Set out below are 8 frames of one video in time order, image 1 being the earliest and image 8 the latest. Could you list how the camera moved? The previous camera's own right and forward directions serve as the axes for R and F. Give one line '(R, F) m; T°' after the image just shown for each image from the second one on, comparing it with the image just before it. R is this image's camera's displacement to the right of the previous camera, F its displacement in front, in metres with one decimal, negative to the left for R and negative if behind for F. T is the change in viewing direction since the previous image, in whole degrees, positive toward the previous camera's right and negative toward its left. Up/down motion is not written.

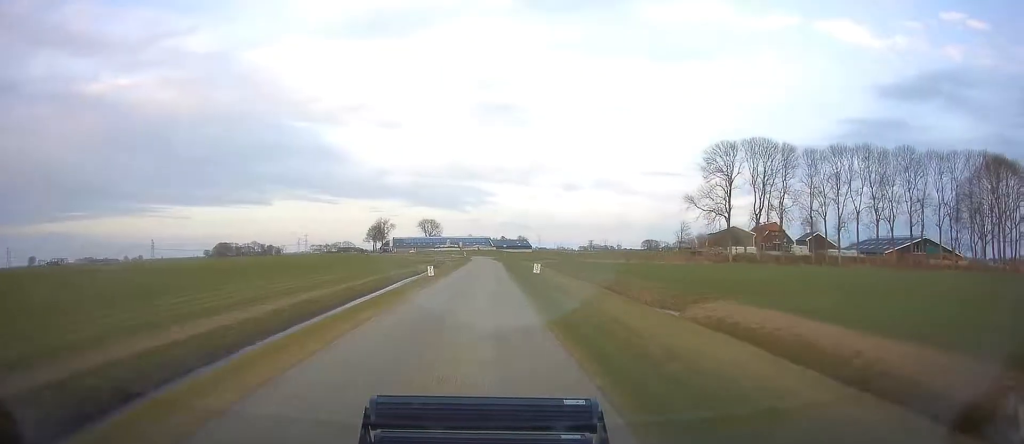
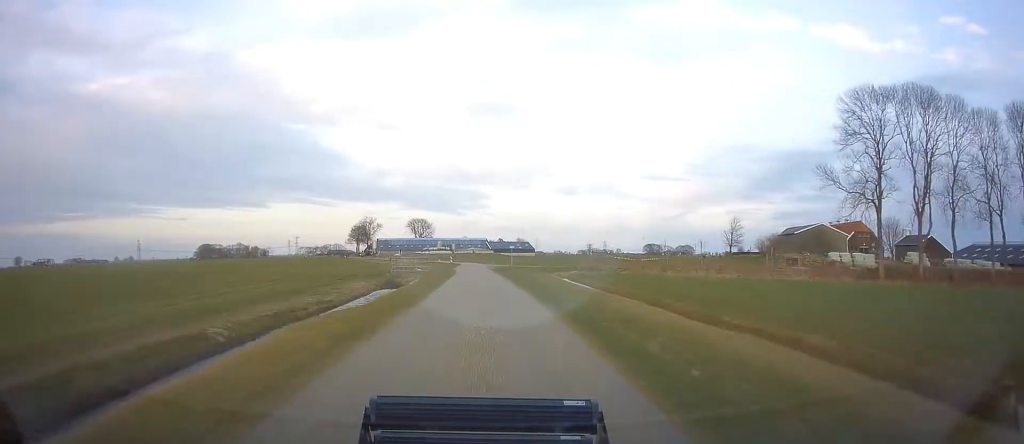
(+0.6, +43.6) m; +1°
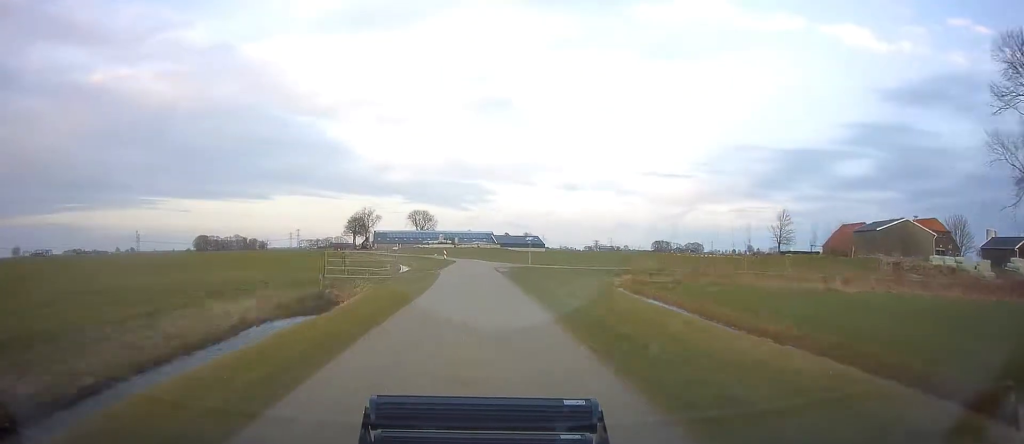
(0.0, +24.0) m; -1°
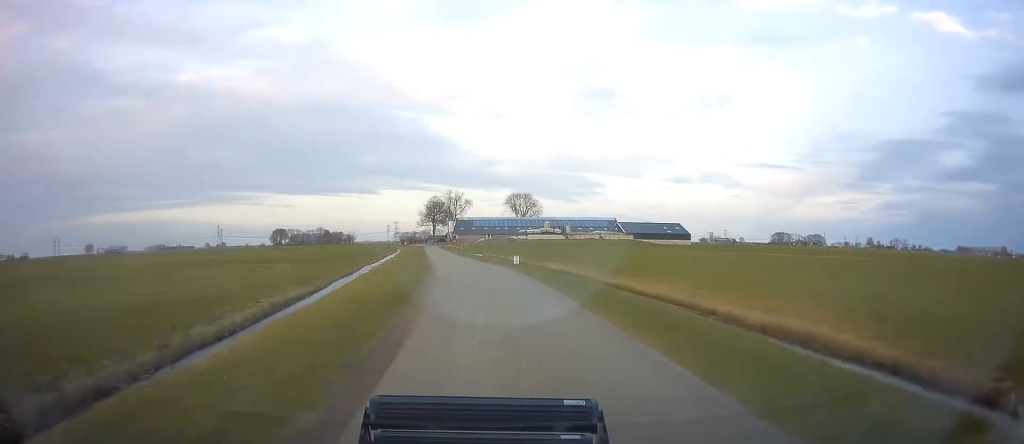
(-4.8, +75.6) m; -9°
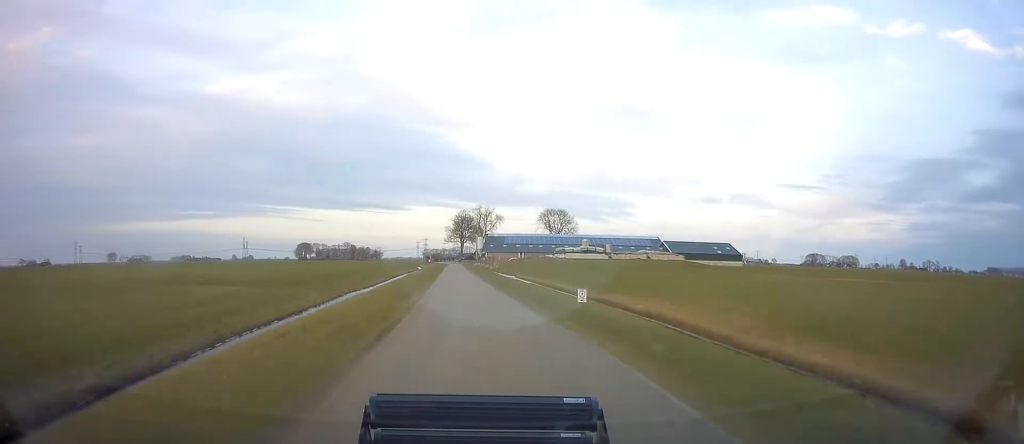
(-0.4, +17.9) m; -2°
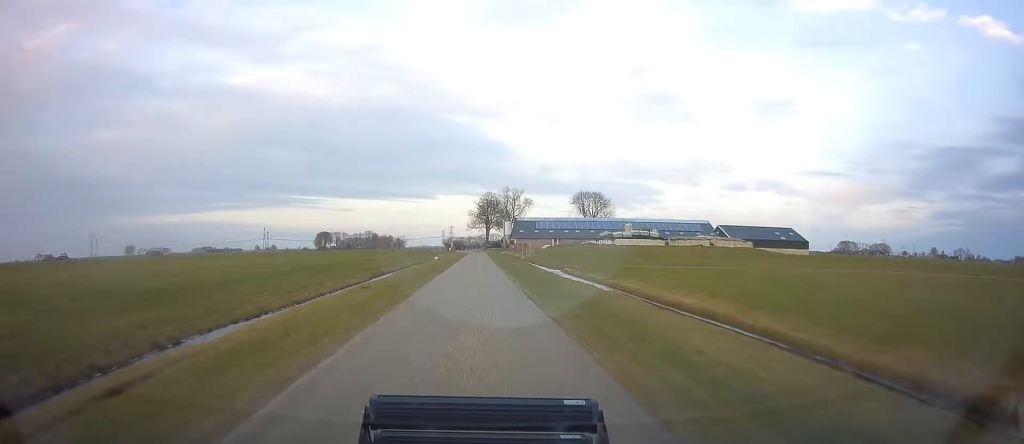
(-0.6, +25.0) m; -3°
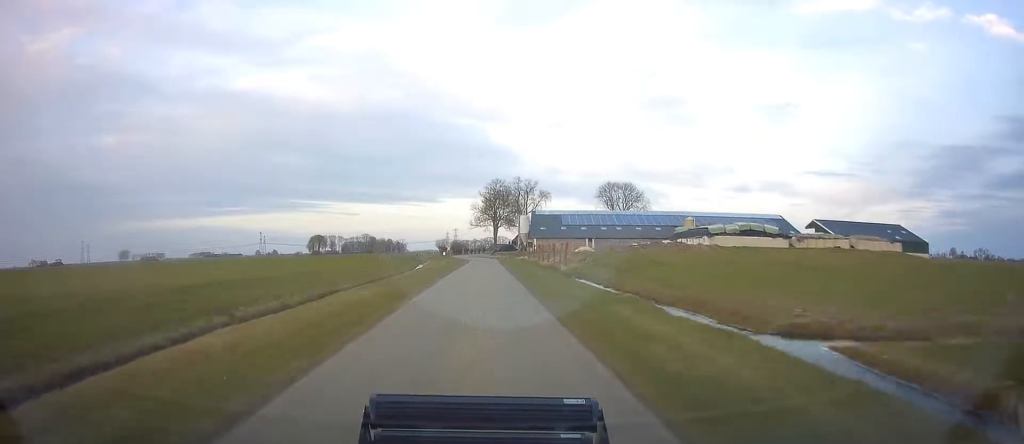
(-1.1, +45.6) m; -2°
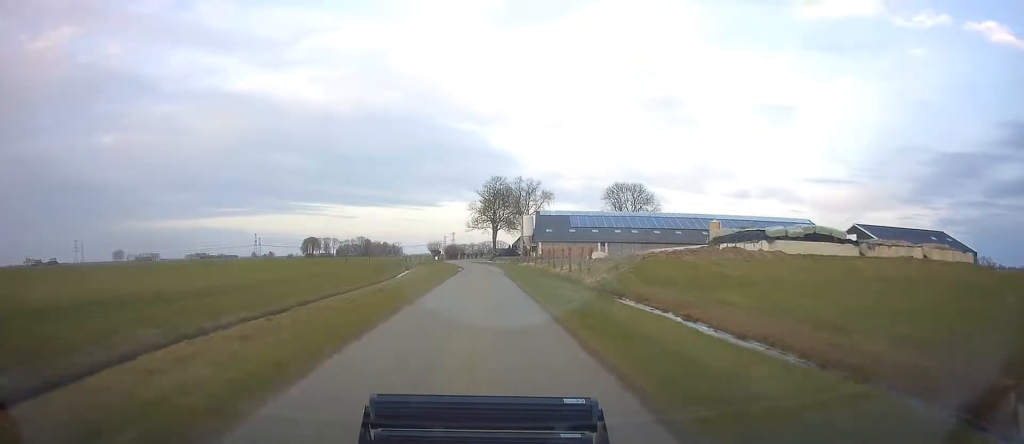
(0.0, +14.3) m; 0°
